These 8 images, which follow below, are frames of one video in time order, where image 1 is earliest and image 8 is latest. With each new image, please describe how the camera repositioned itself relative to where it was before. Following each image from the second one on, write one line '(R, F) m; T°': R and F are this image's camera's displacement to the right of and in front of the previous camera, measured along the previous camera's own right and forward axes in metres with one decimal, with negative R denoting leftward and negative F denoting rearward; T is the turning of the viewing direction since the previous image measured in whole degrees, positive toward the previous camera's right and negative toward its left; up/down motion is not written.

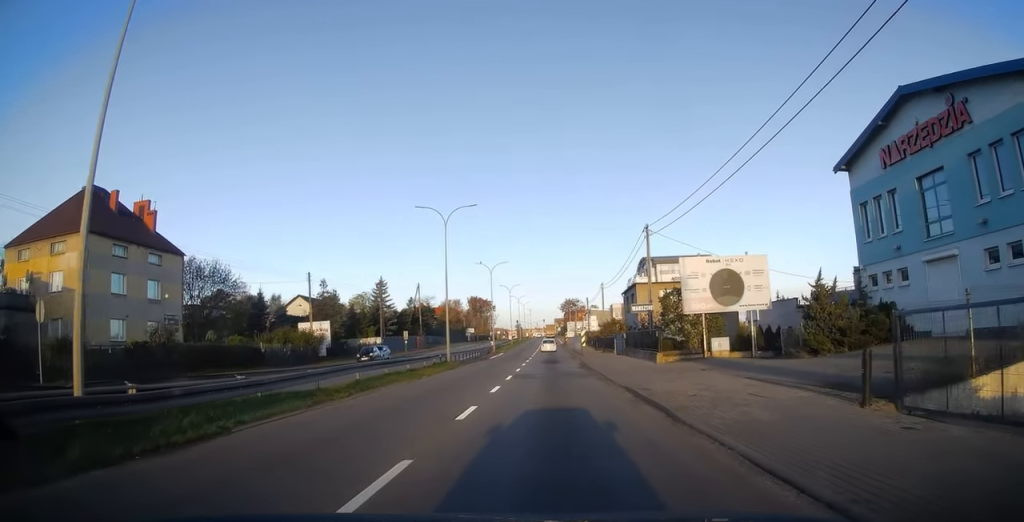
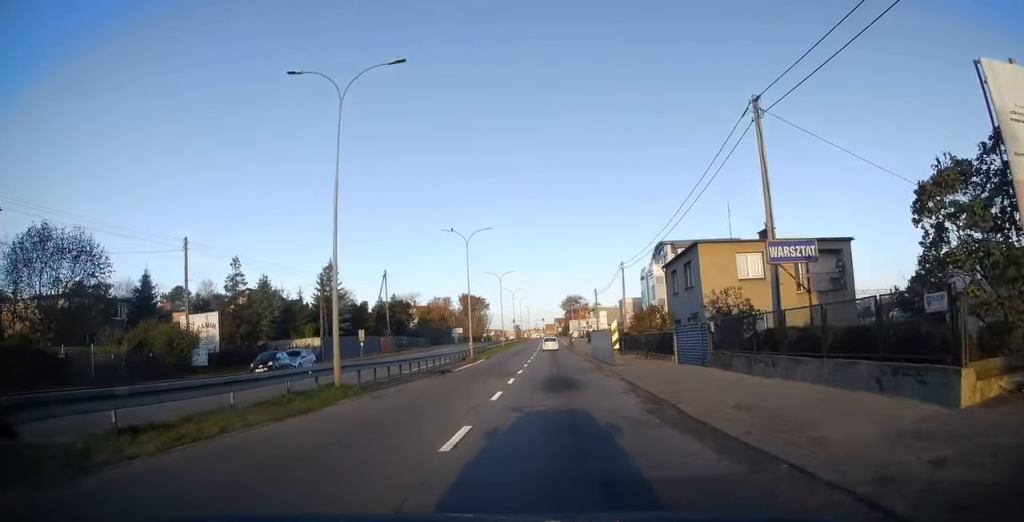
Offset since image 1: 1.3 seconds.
(0.0, +21.2) m; -1°
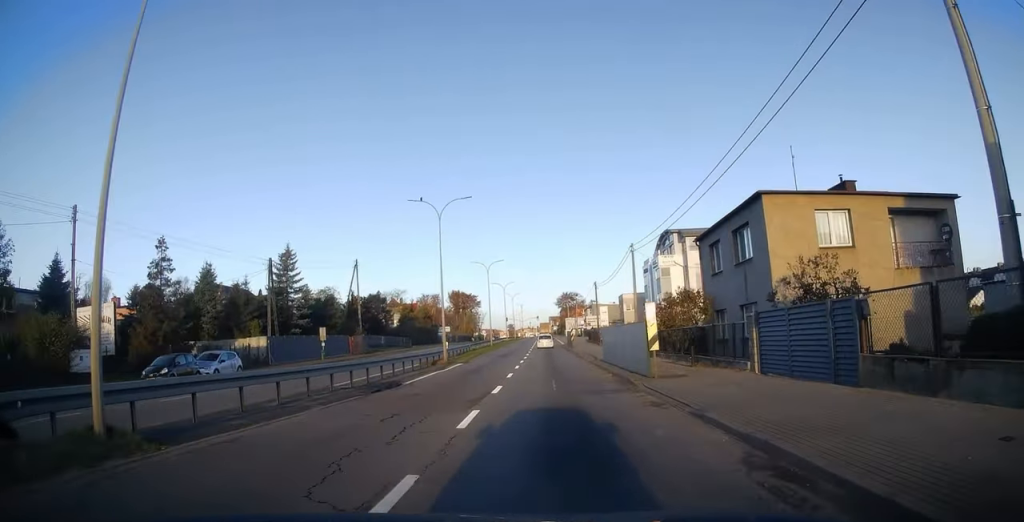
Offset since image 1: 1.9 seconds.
(-0.1, +10.3) m; 0°
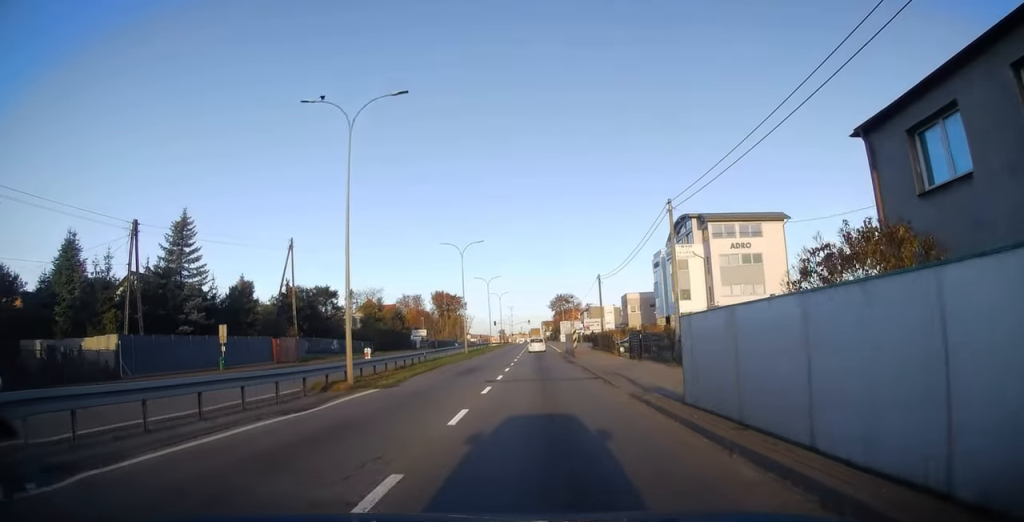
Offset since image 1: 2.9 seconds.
(+0.2, +17.1) m; +1°
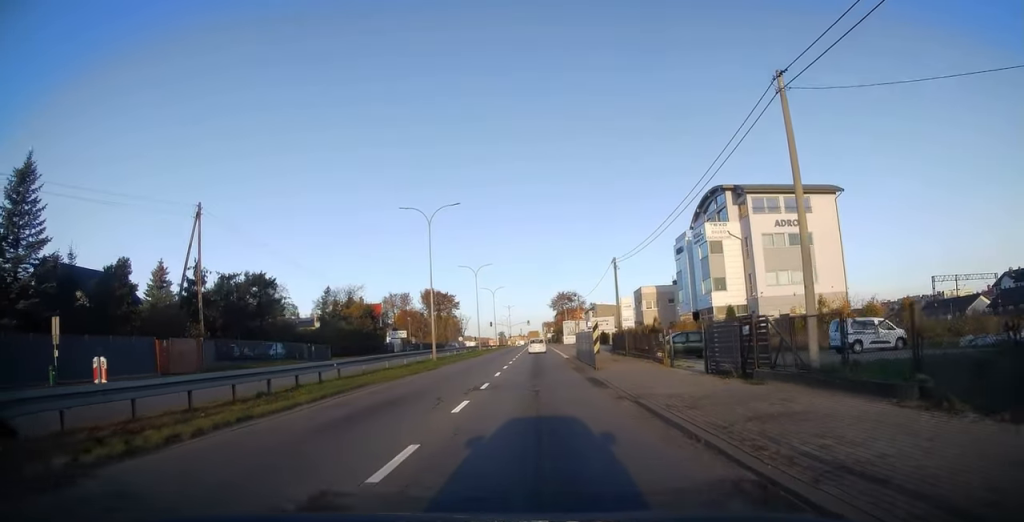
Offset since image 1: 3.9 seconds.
(+0.2, +16.0) m; 0°
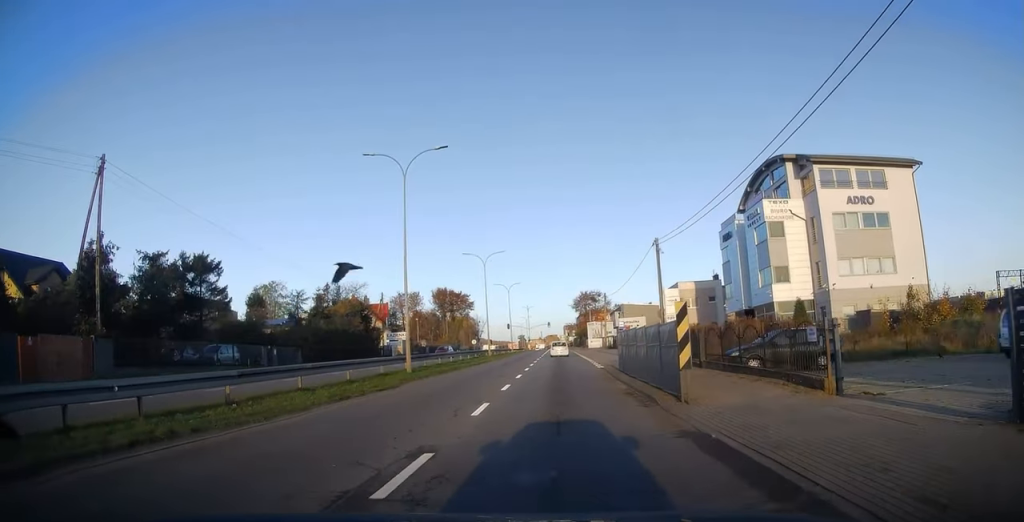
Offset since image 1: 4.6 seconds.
(-0.2, +12.4) m; -1°
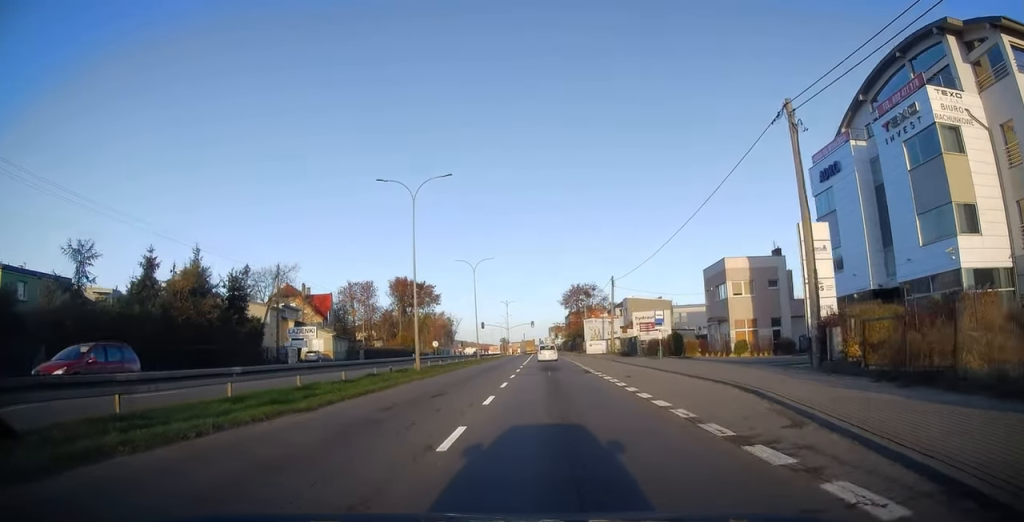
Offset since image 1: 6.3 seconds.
(+0.4, +27.8) m; +1°
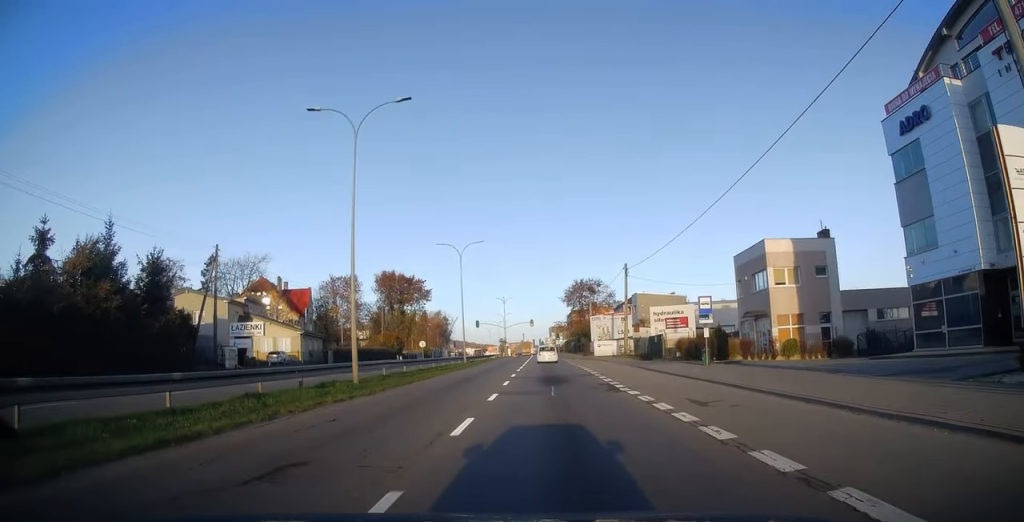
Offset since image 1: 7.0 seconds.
(0.0, +10.4) m; 0°
